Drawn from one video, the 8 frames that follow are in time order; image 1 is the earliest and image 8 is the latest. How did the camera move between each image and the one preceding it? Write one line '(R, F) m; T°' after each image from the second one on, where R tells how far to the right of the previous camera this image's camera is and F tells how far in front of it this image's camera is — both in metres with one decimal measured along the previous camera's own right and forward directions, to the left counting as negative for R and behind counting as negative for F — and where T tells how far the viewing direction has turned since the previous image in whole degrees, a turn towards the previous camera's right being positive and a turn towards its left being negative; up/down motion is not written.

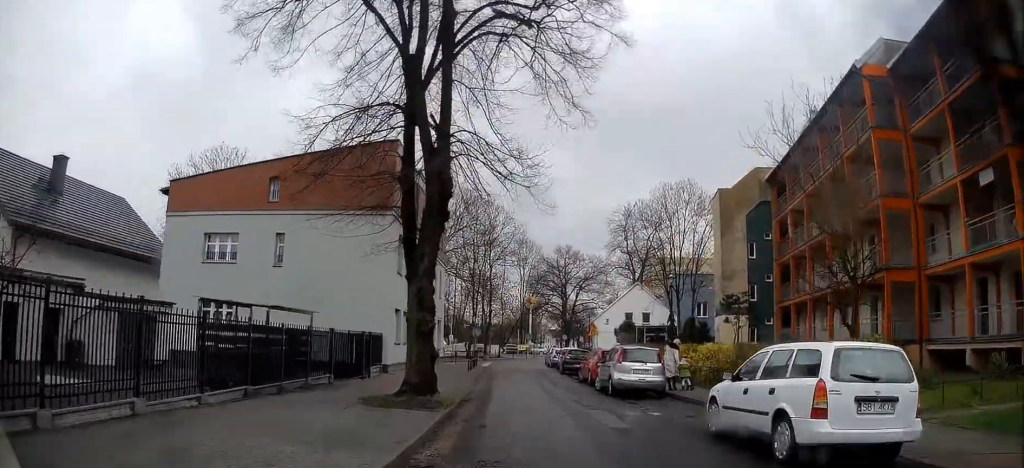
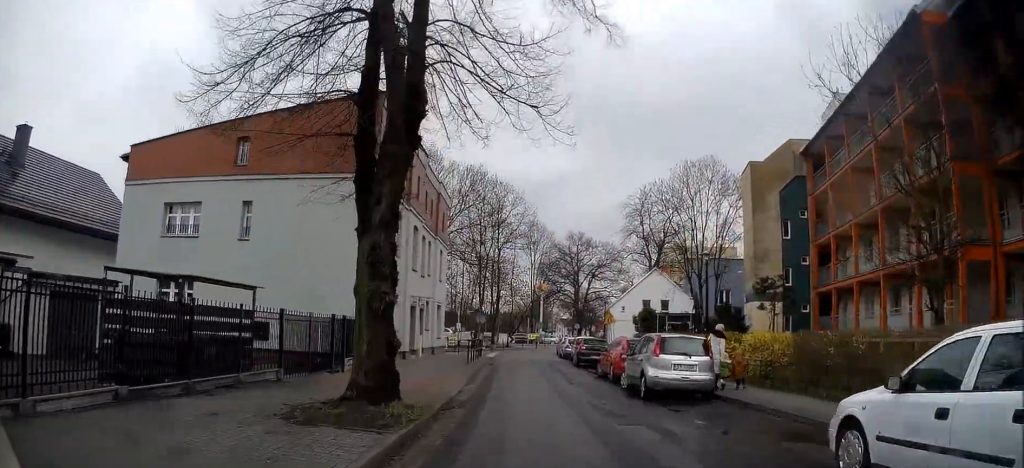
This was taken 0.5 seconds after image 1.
(+0.1, +4.3) m; -2°
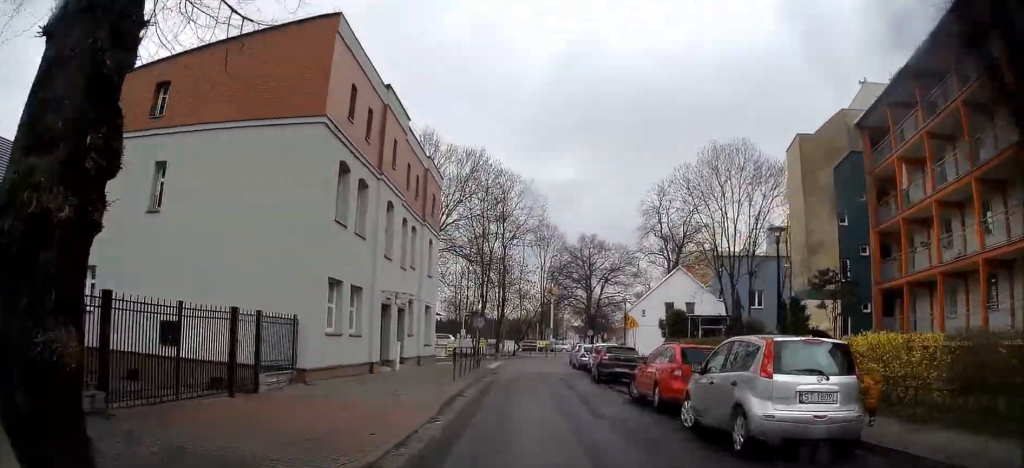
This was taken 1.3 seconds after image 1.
(-0.3, +6.5) m; -3°
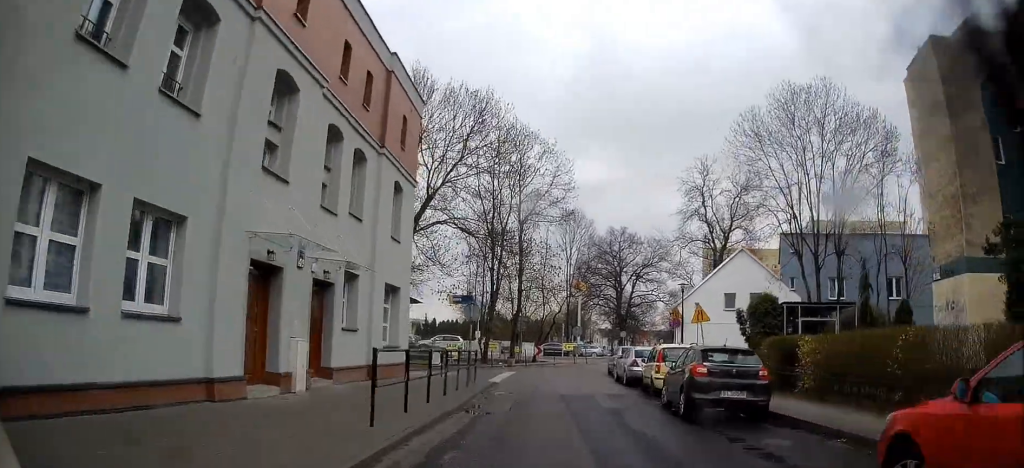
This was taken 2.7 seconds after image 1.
(-0.2, +11.2) m; -2°
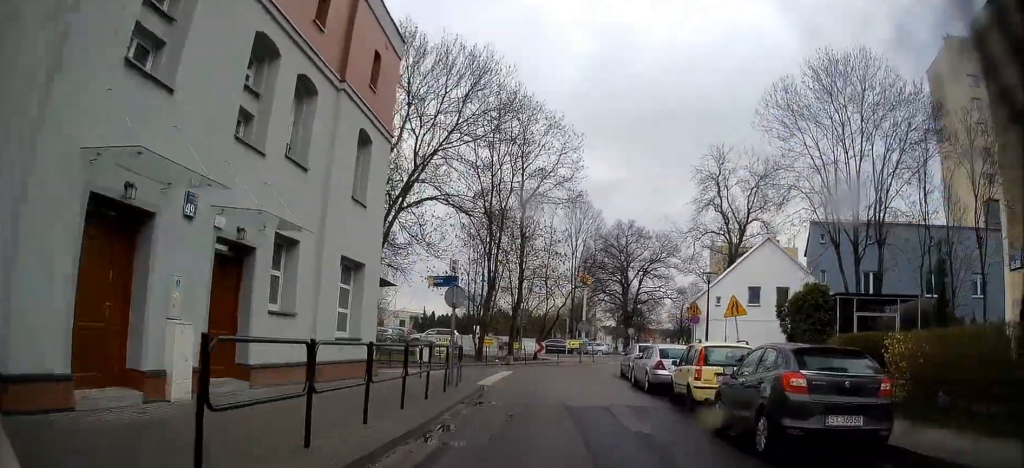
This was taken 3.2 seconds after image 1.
(0.0, +4.3) m; -2°
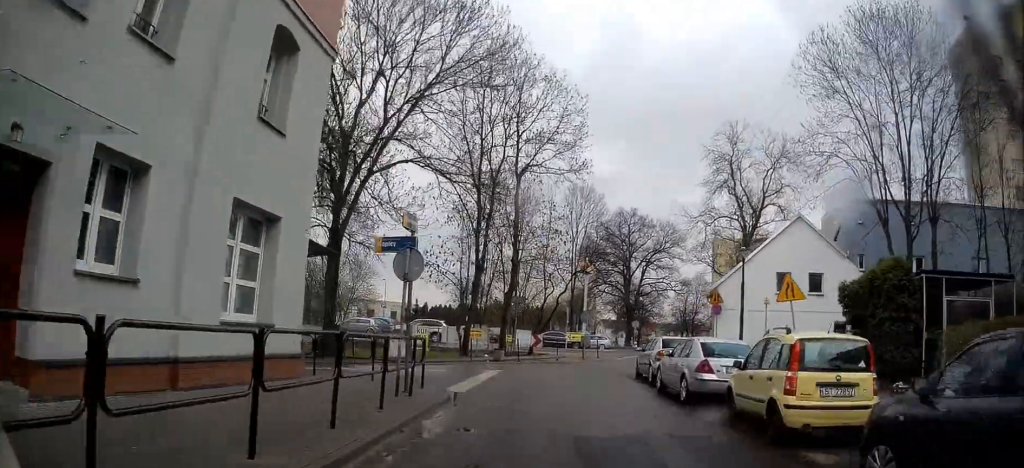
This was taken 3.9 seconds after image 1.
(-0.1, +4.9) m; -1°
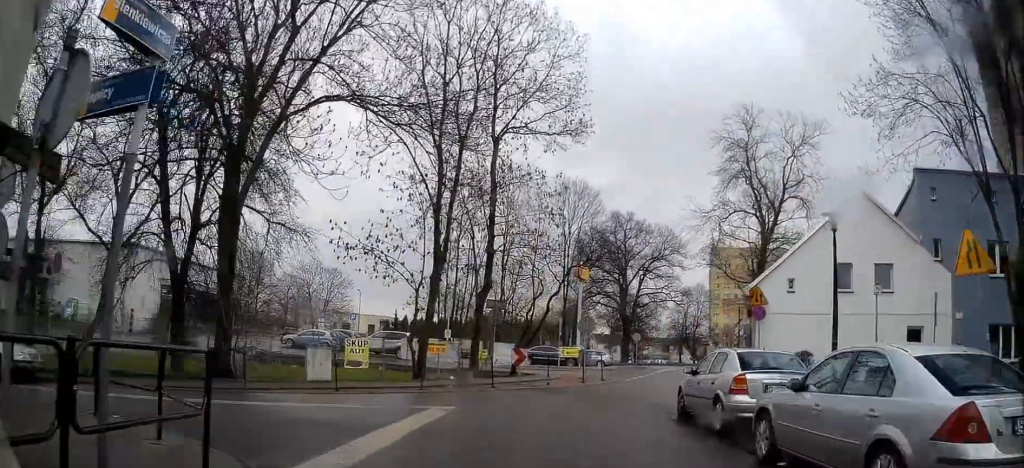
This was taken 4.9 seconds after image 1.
(-0.1, +7.2) m; +1°
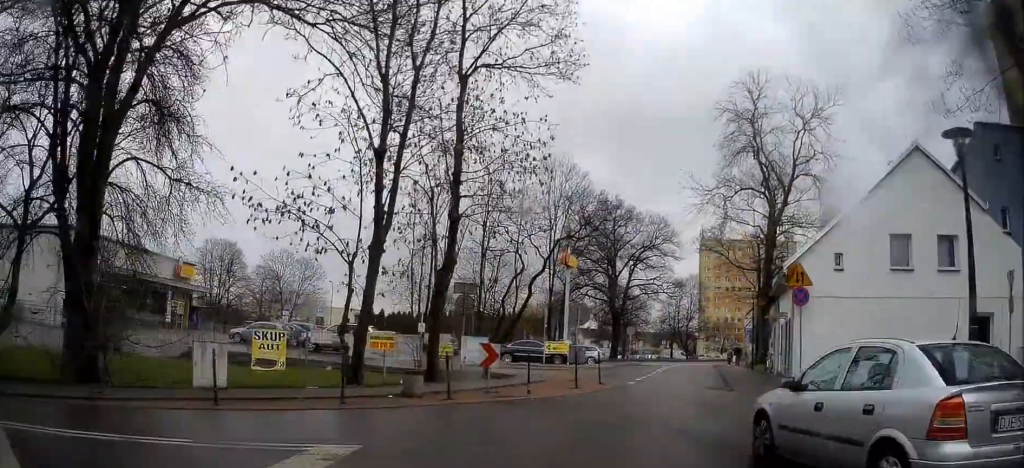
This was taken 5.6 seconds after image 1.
(+0.2, +4.5) m; +1°
